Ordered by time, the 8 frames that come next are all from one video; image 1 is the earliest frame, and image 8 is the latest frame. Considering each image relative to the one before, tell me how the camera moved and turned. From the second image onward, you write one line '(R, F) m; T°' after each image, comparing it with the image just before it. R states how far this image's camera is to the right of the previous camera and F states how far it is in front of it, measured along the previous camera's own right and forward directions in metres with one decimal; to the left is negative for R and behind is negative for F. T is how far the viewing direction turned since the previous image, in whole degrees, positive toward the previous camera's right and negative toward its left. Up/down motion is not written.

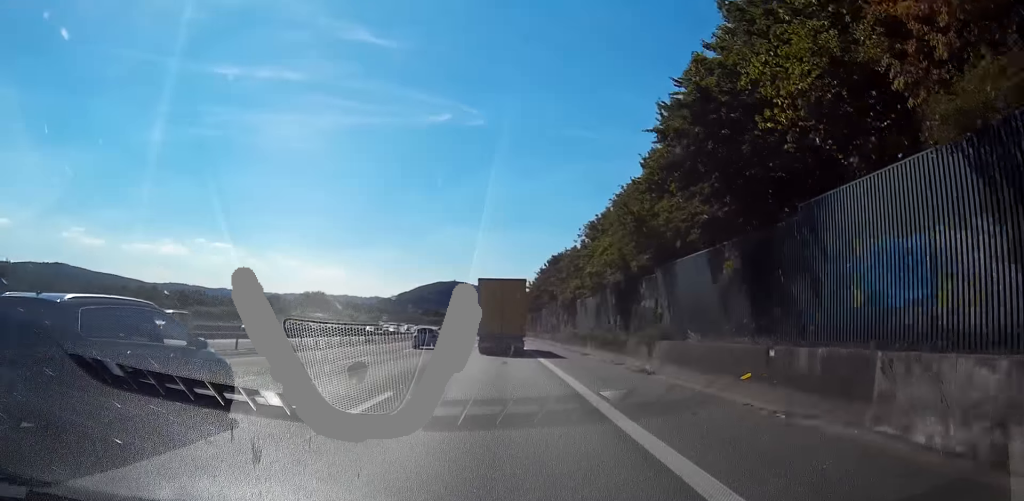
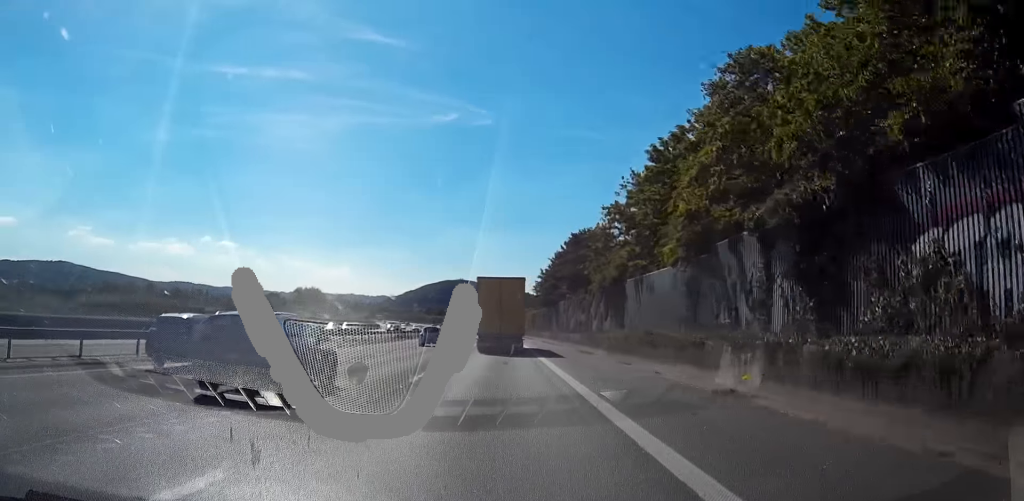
(-0.1, +27.3) m; 0°
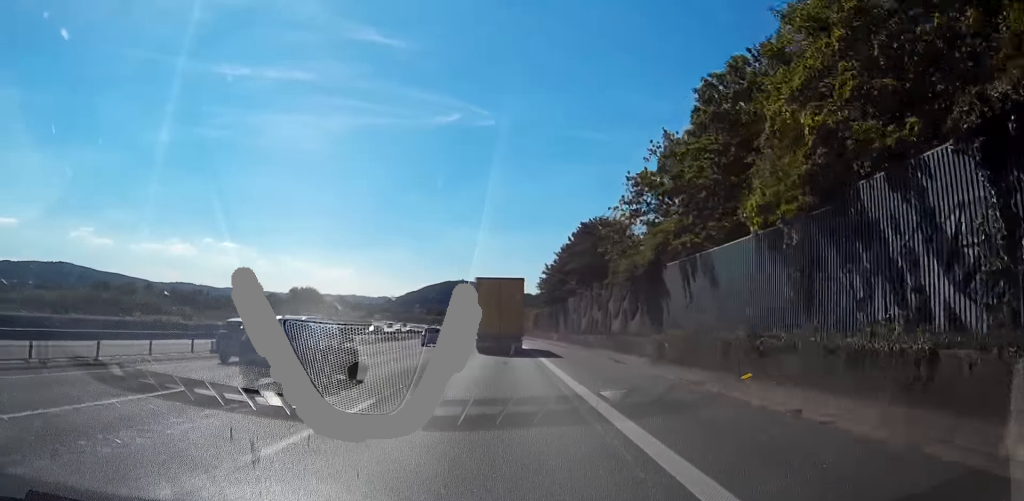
(0.0, +11.0) m; 0°
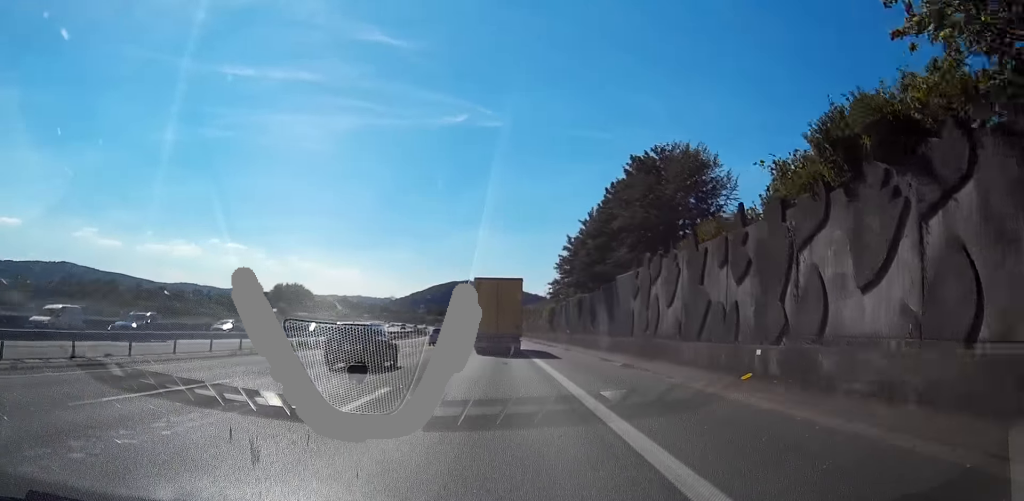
(-0.5, +33.8) m; -2°
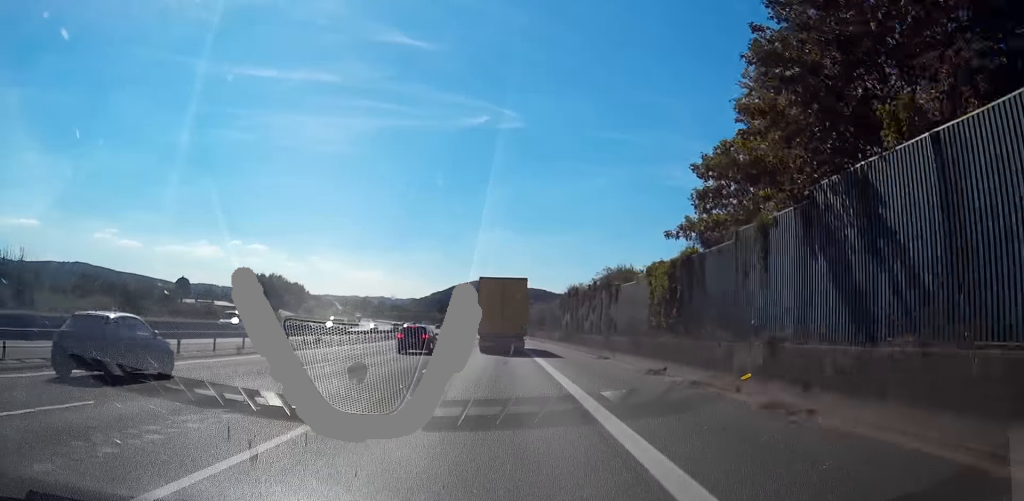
(-1.3, +60.8) m; -2°
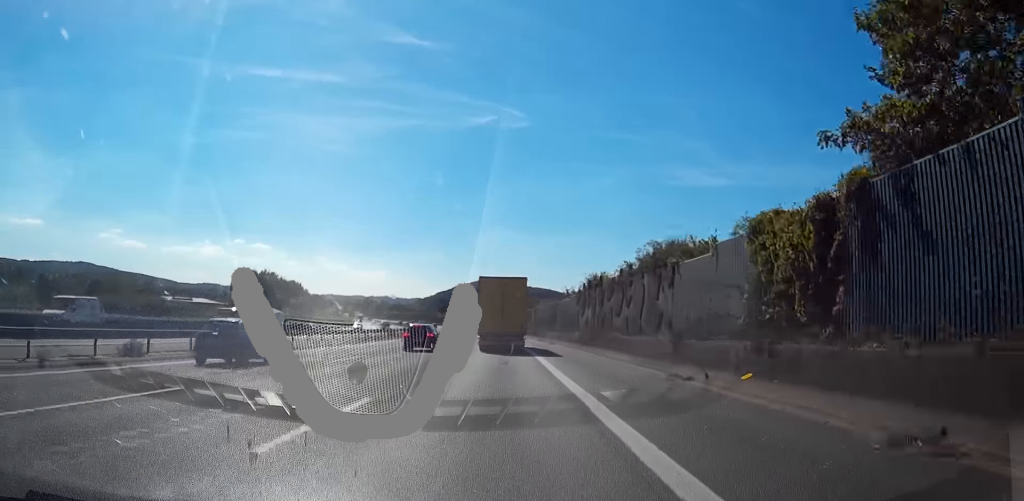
(0.0, +15.0) m; 0°
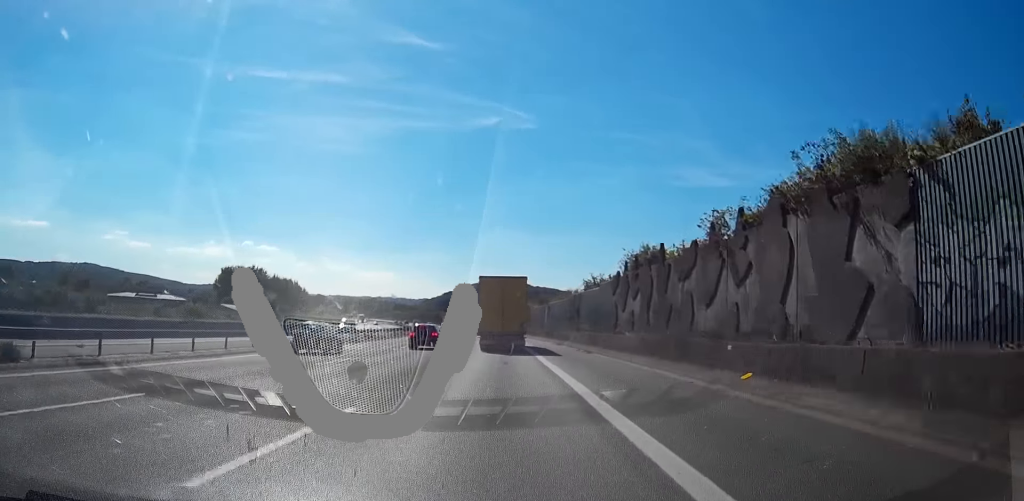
(-0.1, +20.0) m; -1°
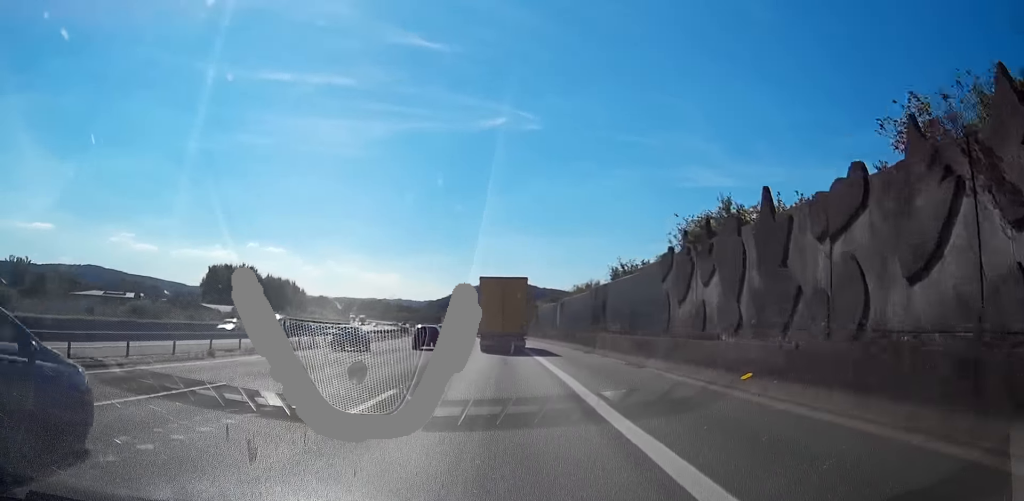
(-0.1, +14.2) m; 0°
